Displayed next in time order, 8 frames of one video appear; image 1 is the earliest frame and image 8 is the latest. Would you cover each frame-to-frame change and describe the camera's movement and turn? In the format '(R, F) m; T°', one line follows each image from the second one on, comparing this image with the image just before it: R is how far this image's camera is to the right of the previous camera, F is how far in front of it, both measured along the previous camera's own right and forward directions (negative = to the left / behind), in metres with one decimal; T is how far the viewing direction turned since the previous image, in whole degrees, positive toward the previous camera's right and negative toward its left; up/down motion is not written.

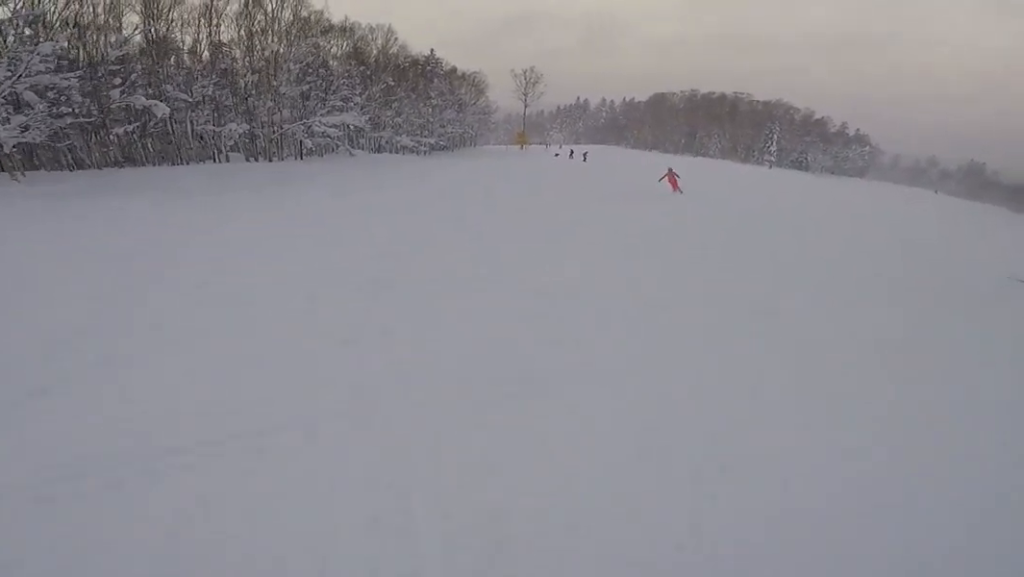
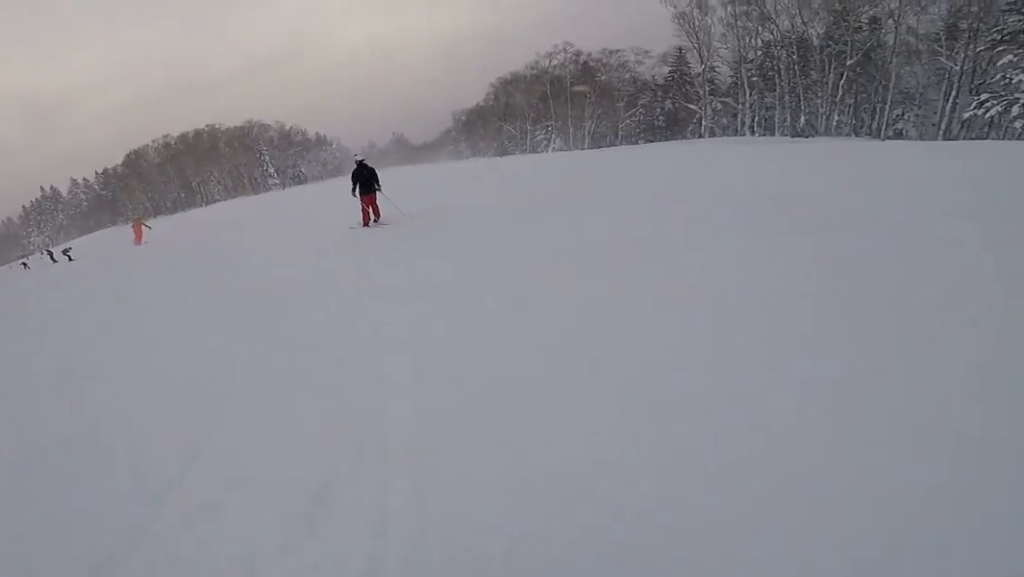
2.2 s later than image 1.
(+5.9, +19.7) m; +39°
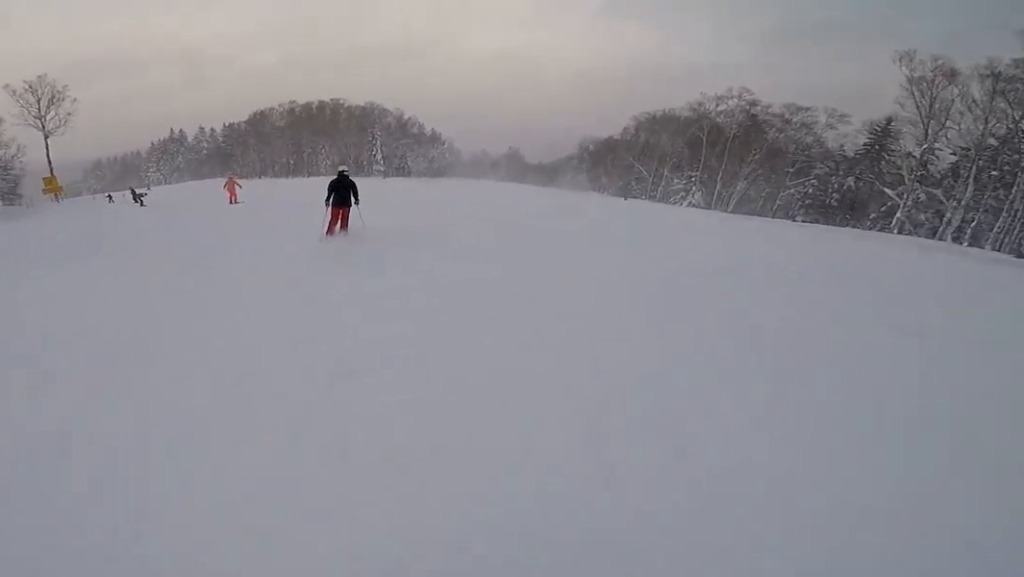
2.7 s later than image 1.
(+0.4, +4.7) m; -3°
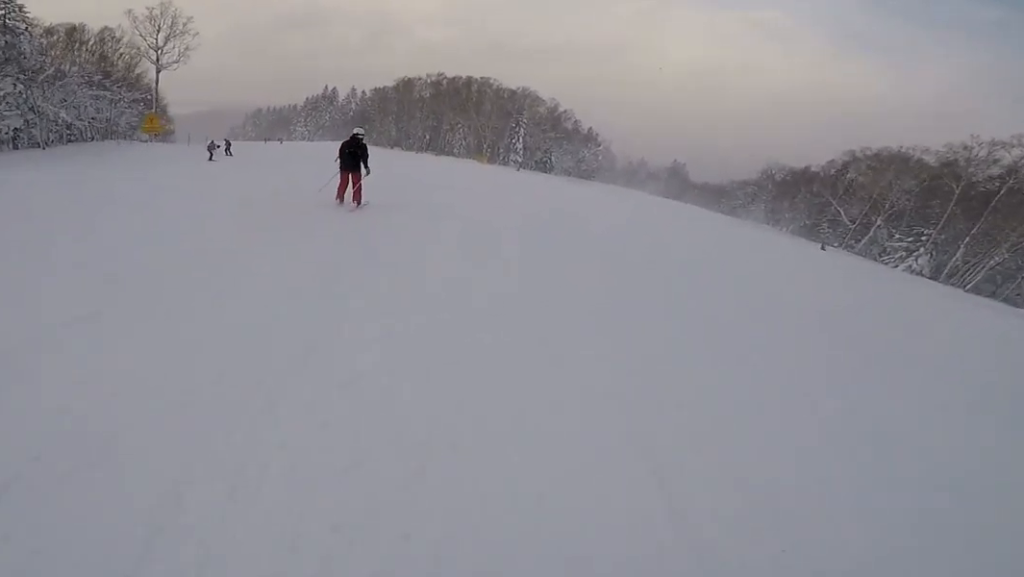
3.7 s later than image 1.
(-0.7, +8.8) m; -12°
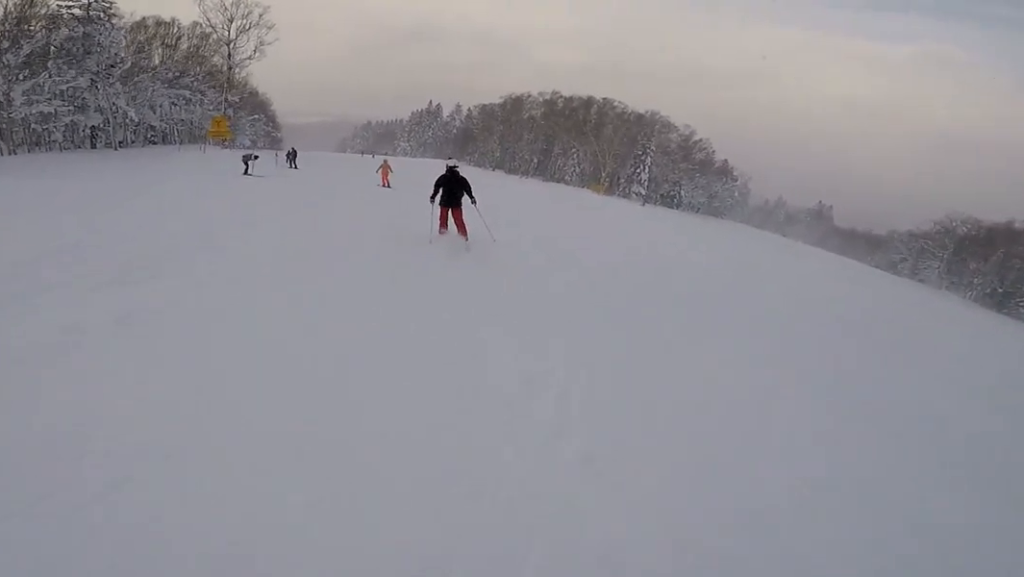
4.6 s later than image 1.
(-1.1, +8.4) m; -10°
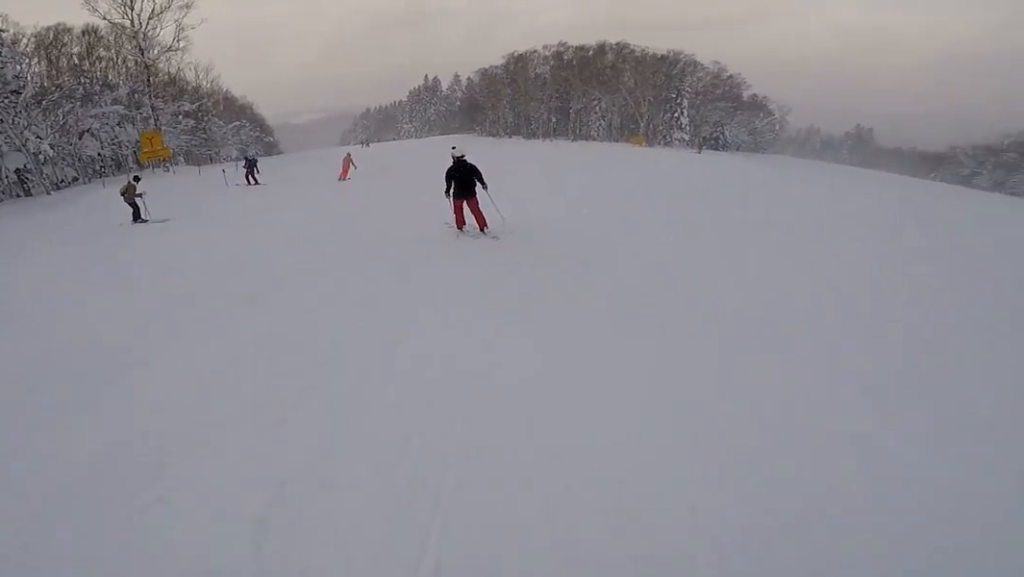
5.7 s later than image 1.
(-0.5, +10.3) m; +1°
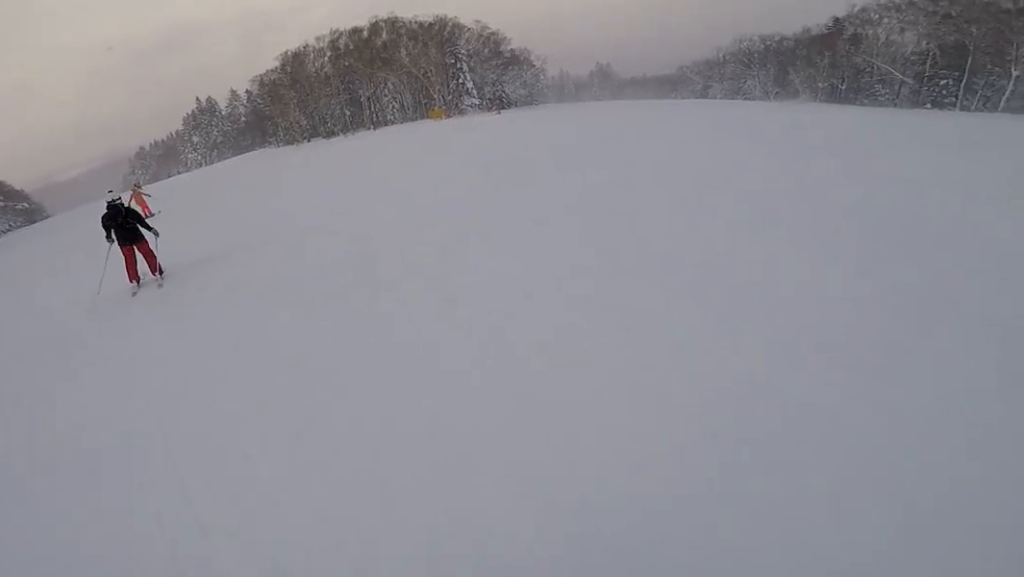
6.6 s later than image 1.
(+0.5, +8.1) m; +6°
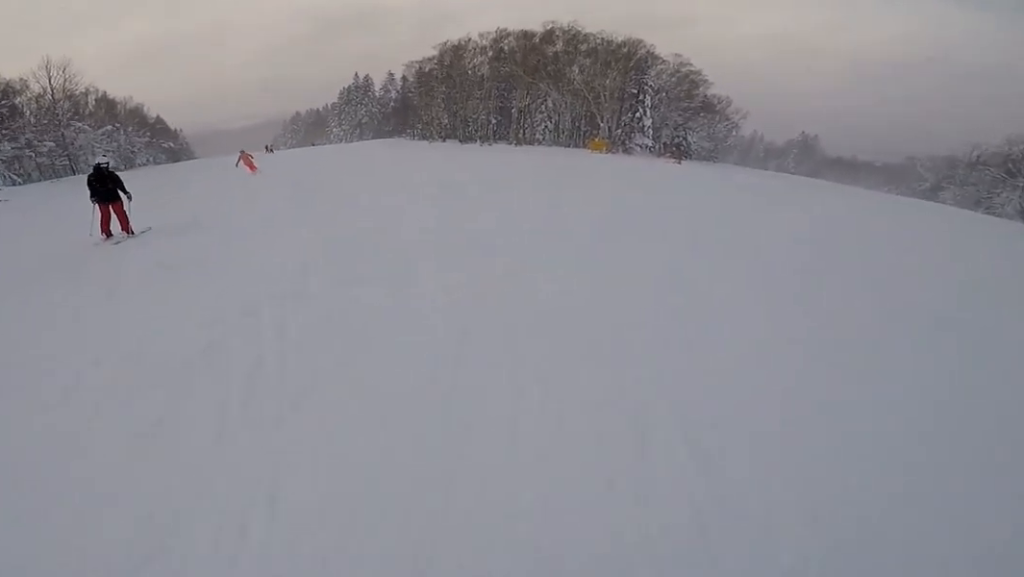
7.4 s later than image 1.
(+0.4, +7.1) m; +1°
